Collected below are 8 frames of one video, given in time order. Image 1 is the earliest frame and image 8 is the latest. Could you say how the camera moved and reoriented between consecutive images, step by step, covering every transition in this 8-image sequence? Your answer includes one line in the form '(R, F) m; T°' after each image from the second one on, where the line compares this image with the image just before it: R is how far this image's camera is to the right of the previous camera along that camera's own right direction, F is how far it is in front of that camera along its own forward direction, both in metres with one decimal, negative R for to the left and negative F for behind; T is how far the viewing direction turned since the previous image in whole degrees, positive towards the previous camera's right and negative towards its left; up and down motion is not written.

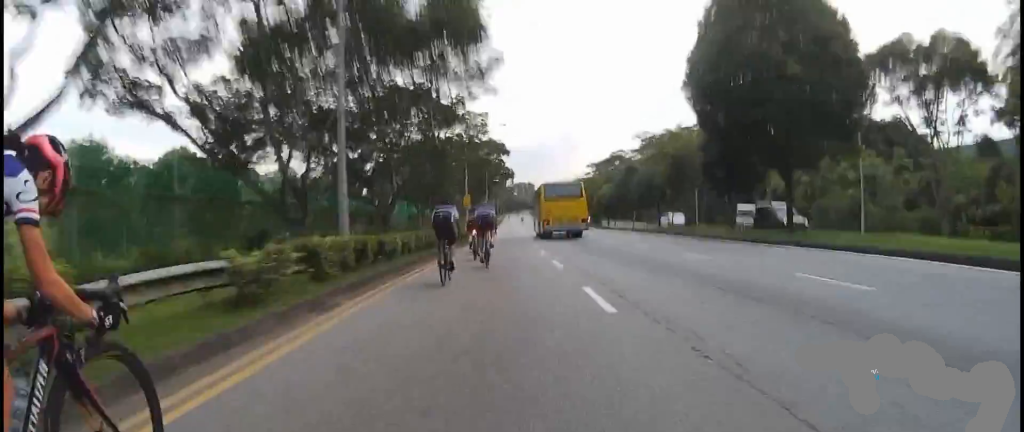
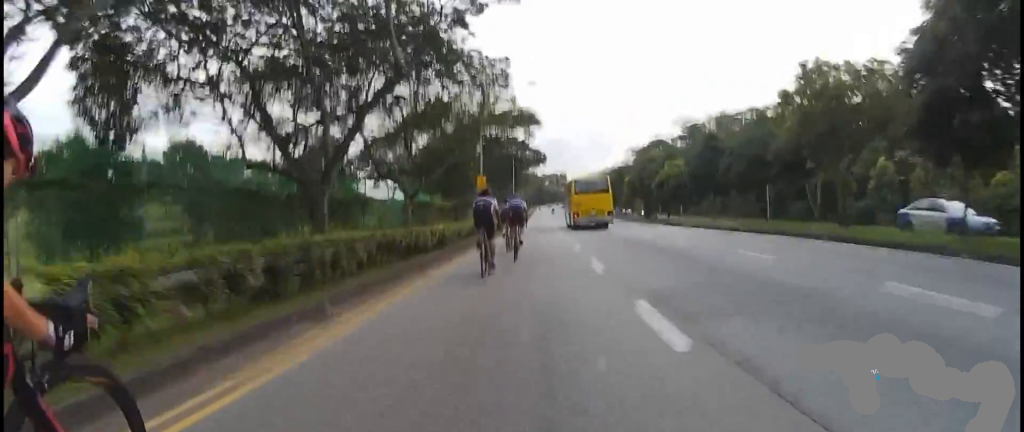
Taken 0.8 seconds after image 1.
(0.0, +14.0) m; 0°
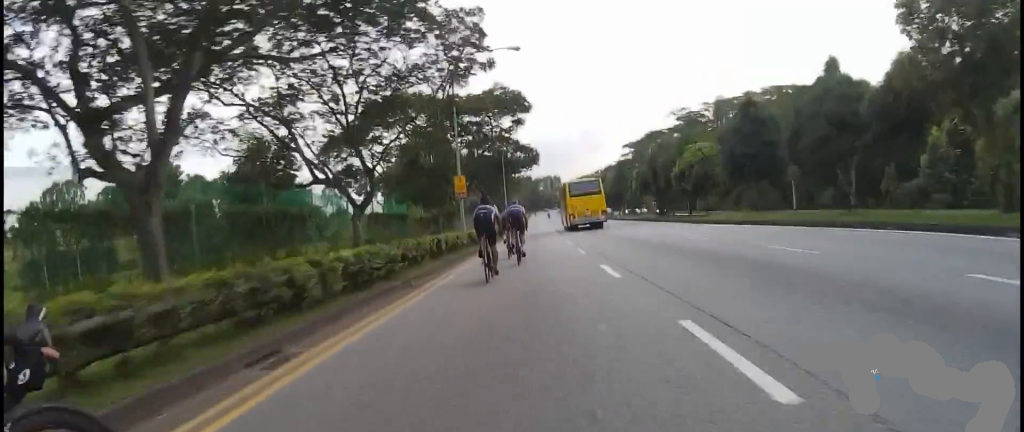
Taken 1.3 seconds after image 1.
(-0.1, +7.8) m; 0°
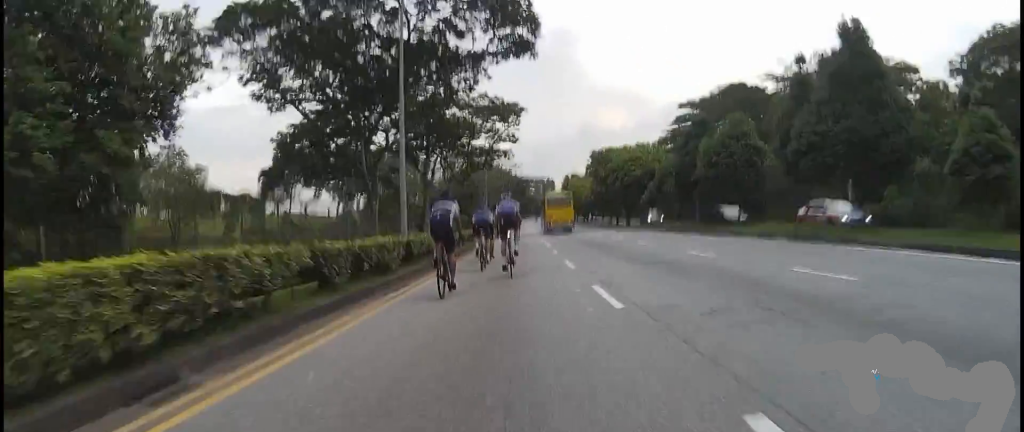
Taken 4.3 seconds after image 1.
(+0.4, +49.4) m; 0°
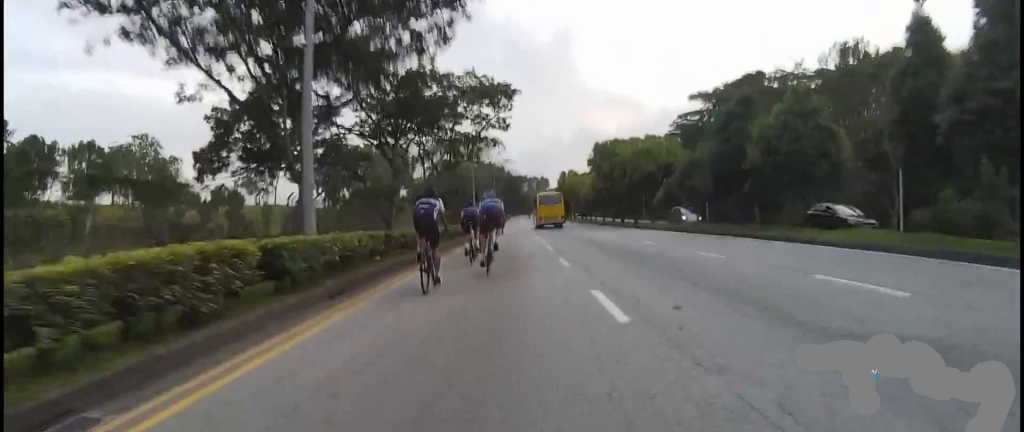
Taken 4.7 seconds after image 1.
(0.0, +7.0) m; 0°
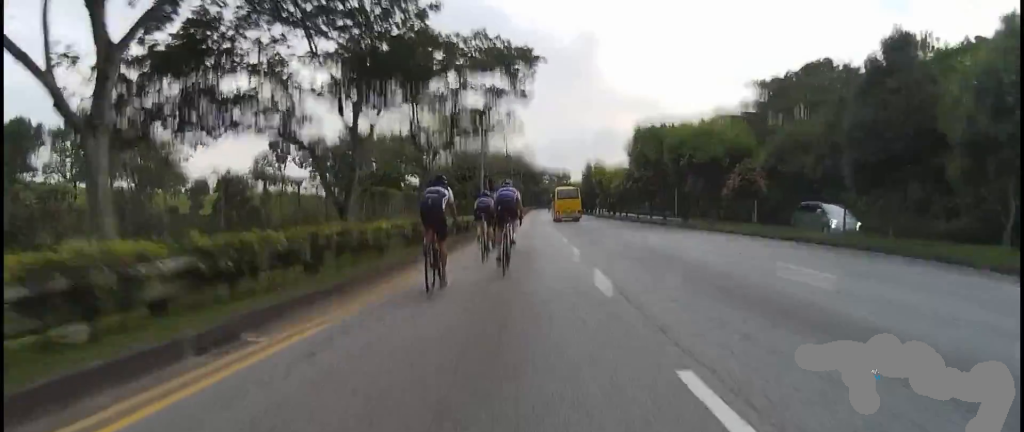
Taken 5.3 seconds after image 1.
(0.0, +9.6) m; 0°
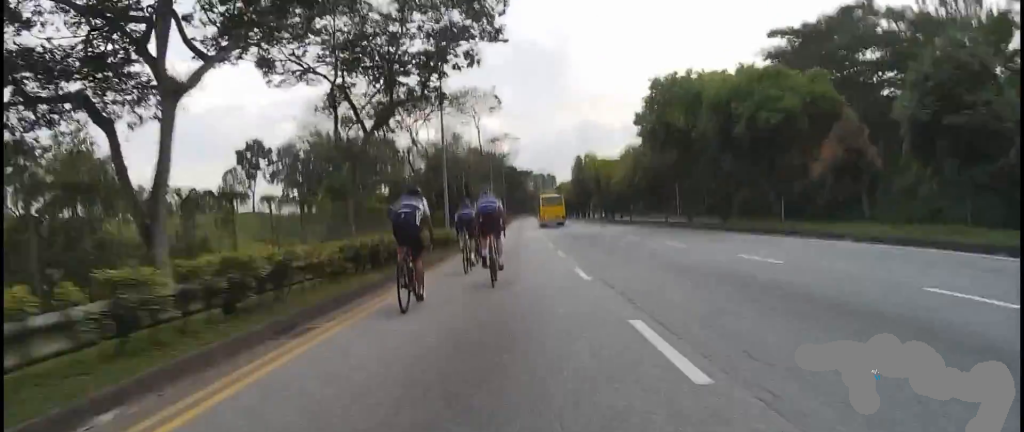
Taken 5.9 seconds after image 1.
(0.0, +10.0) m; +3°
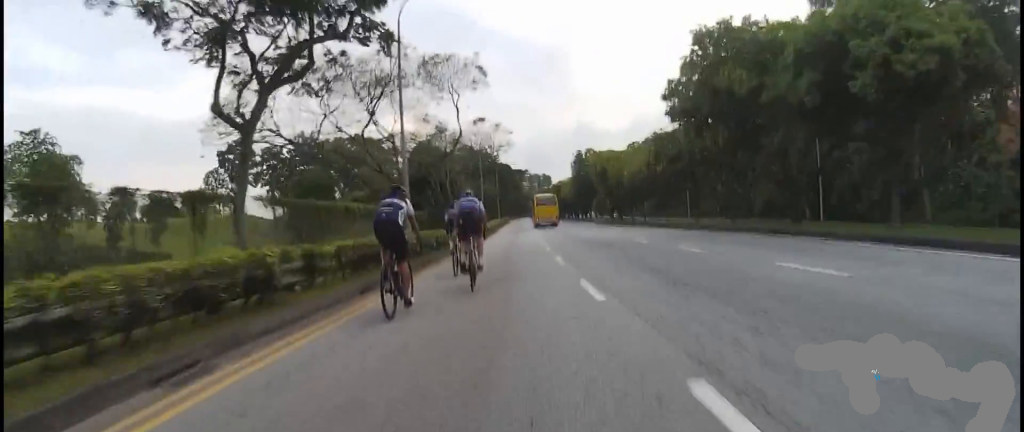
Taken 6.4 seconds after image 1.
(-0.3, +7.8) m; +3°
